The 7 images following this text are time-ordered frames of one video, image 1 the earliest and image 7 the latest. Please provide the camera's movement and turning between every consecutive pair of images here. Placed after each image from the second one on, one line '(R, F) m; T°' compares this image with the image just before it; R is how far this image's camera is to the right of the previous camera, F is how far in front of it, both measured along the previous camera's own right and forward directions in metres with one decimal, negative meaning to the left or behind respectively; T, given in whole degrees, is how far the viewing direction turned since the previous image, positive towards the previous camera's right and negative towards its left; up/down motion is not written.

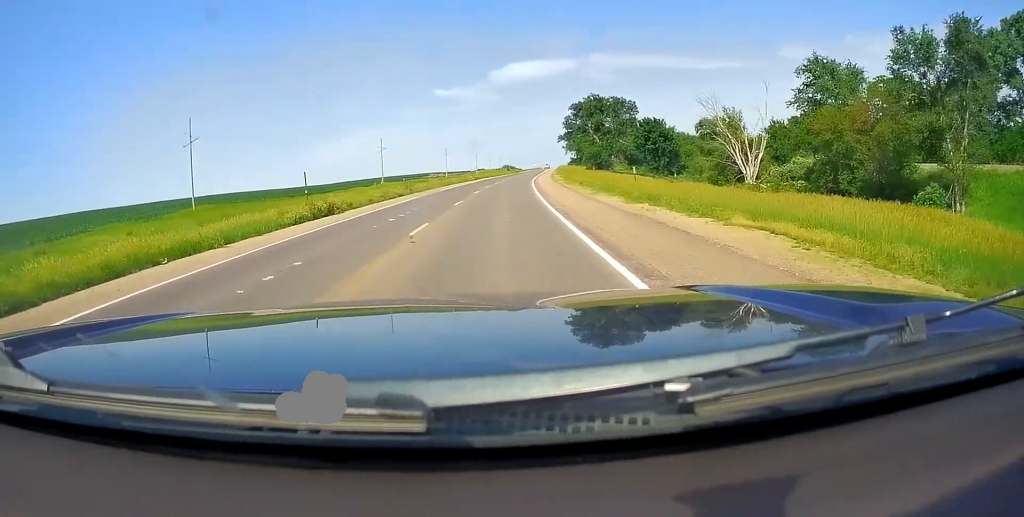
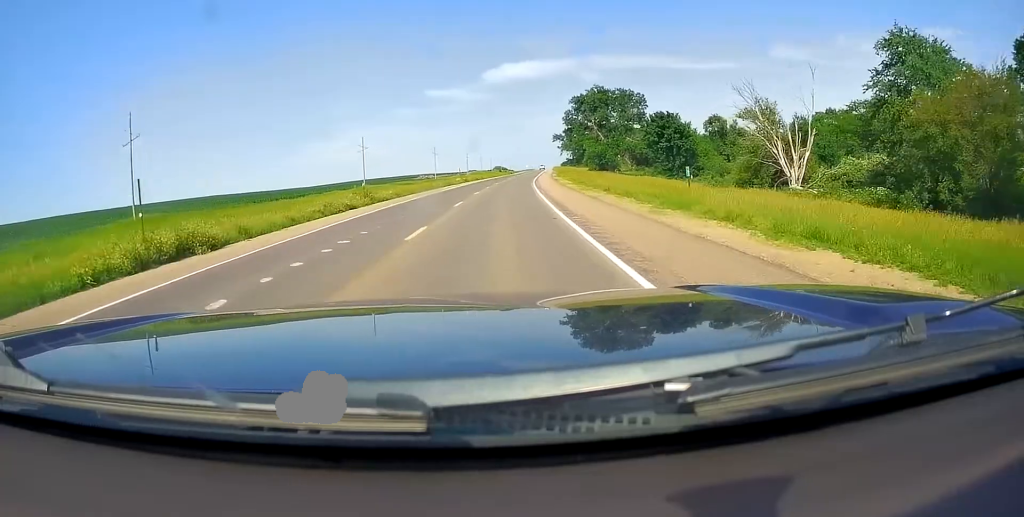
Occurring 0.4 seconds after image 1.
(+0.1, +13.1) m; +1°
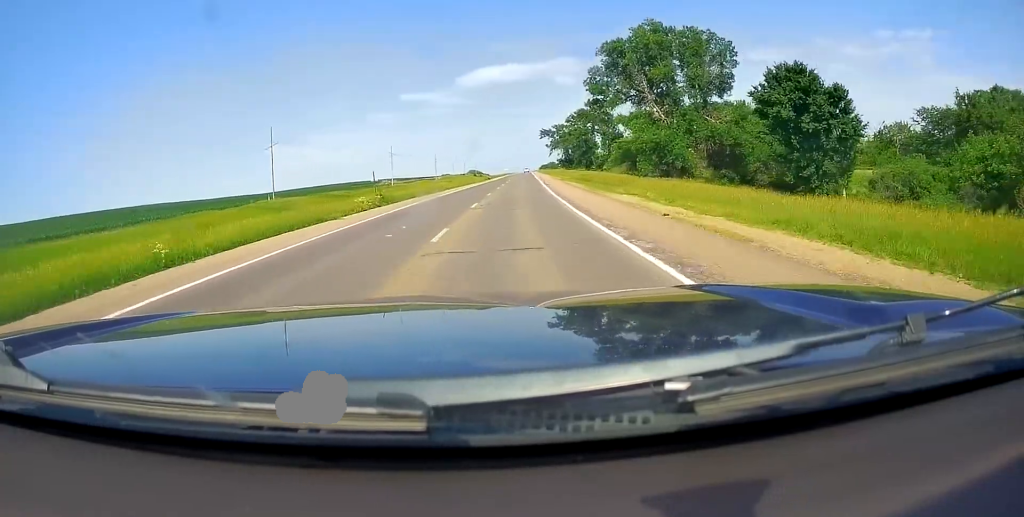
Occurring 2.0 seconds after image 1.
(+1.0, +48.6) m; +1°
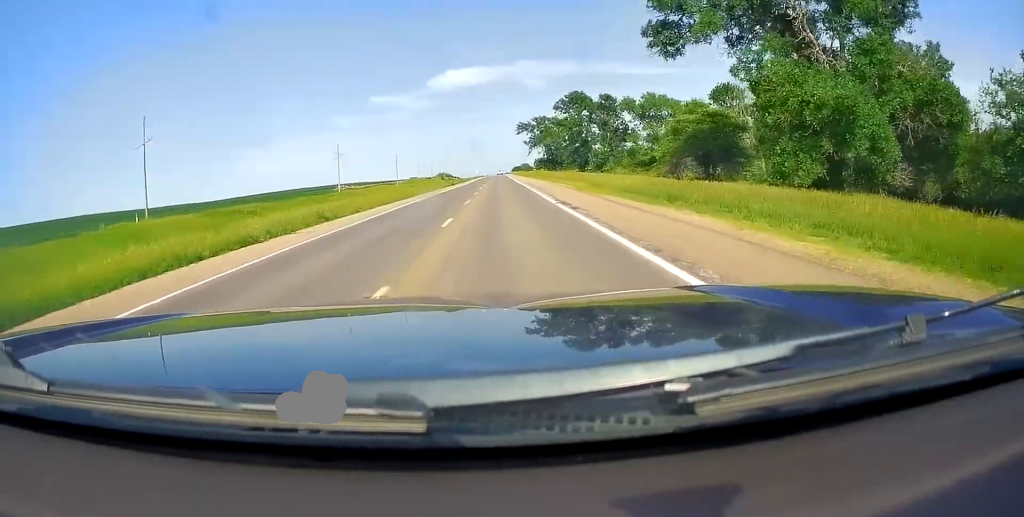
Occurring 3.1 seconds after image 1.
(0.0, +32.4) m; +2°
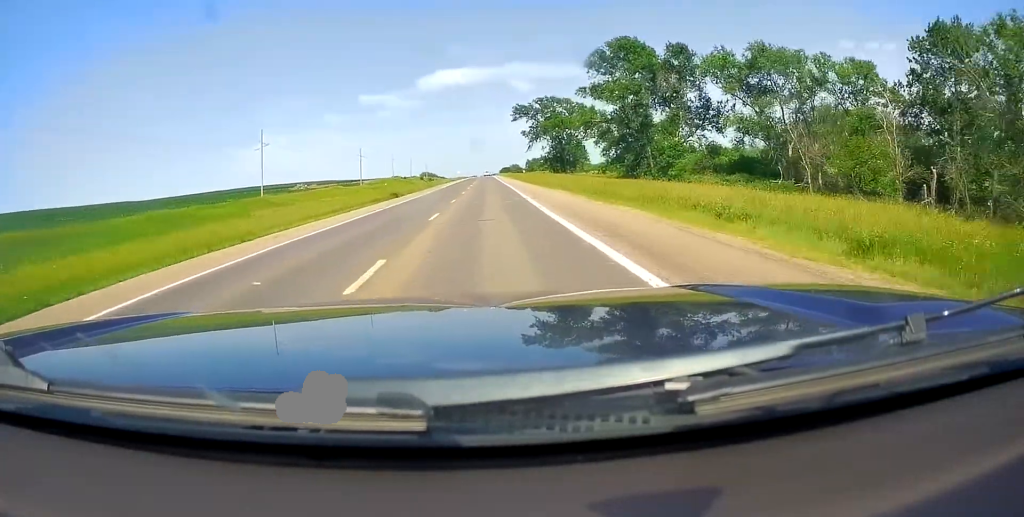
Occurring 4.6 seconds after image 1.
(+1.9, +45.2) m; +3°
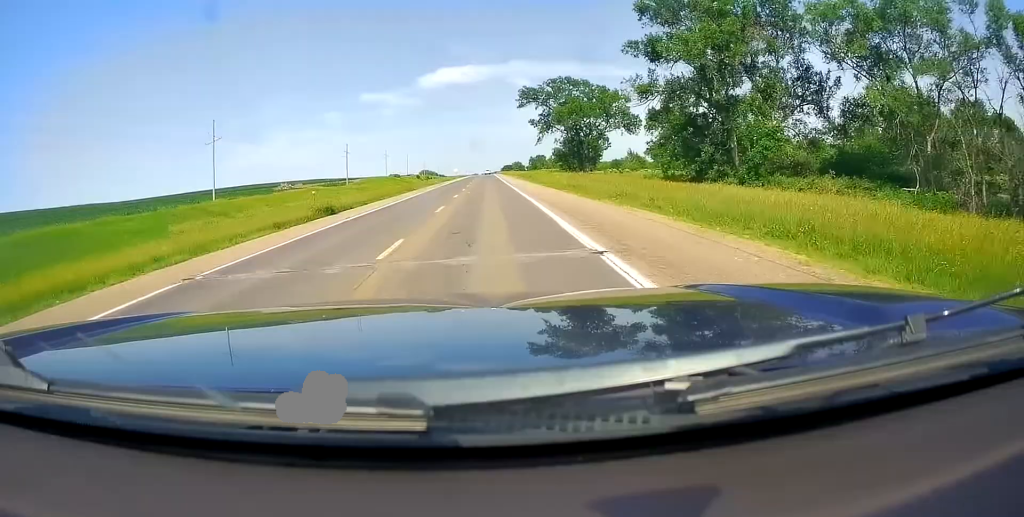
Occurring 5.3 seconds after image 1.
(-0.5, +20.6) m; +1°
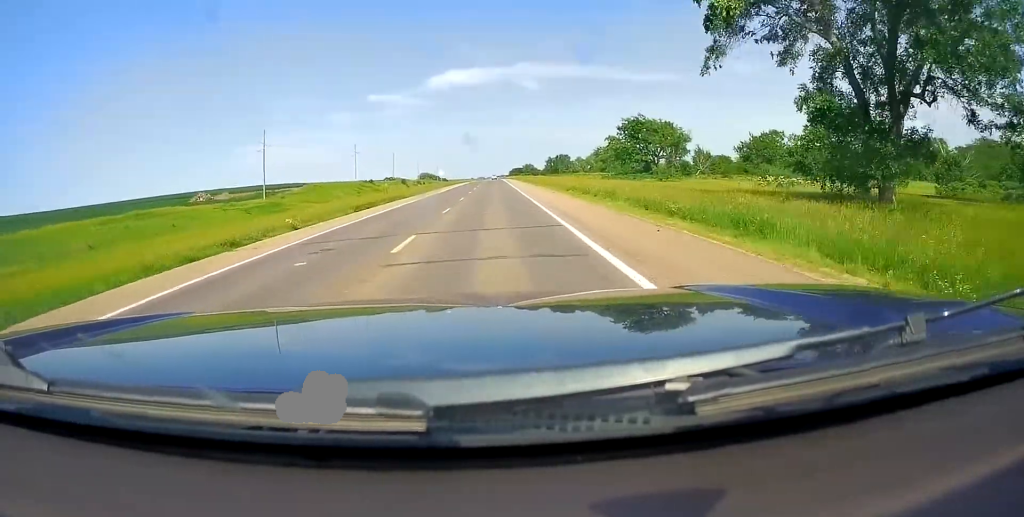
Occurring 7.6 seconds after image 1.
(+1.3, +71.1) m; 0°
